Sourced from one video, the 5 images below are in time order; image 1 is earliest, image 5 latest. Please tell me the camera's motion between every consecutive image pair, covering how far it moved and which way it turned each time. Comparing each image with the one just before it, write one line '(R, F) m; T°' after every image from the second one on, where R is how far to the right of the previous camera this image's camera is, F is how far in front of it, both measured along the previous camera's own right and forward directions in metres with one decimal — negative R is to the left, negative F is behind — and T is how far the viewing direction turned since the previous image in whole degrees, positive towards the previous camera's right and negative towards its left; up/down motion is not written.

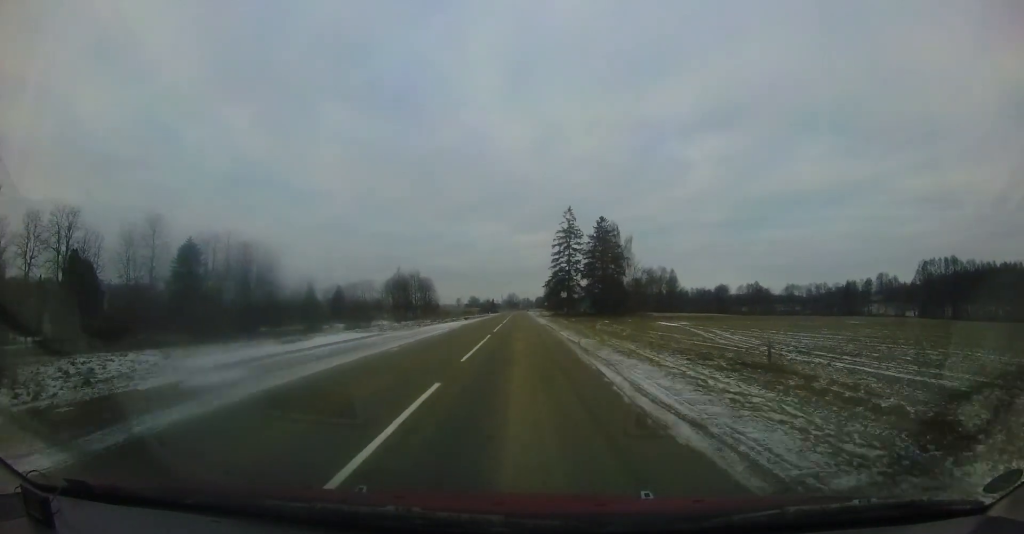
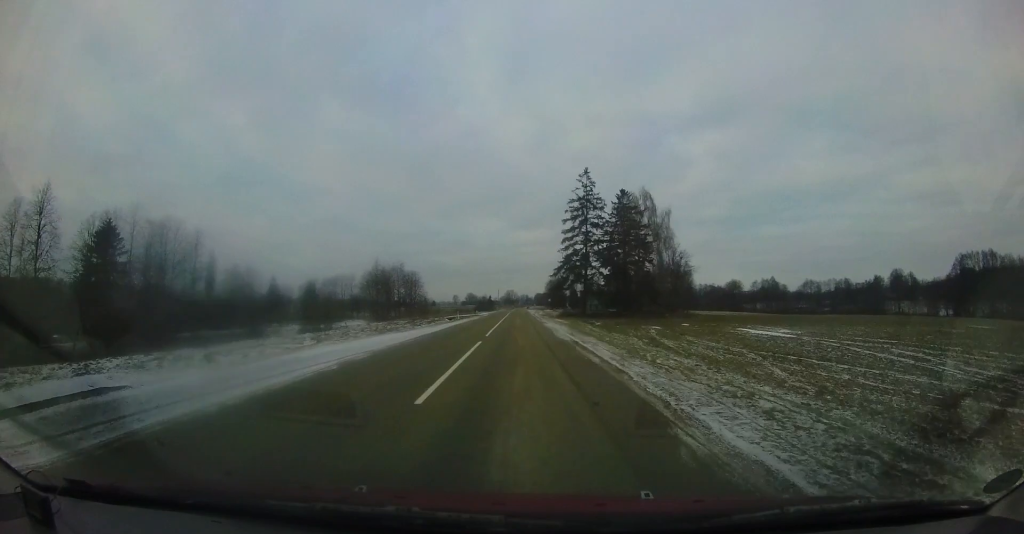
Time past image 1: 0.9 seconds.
(+0.1, +16.9) m; 0°
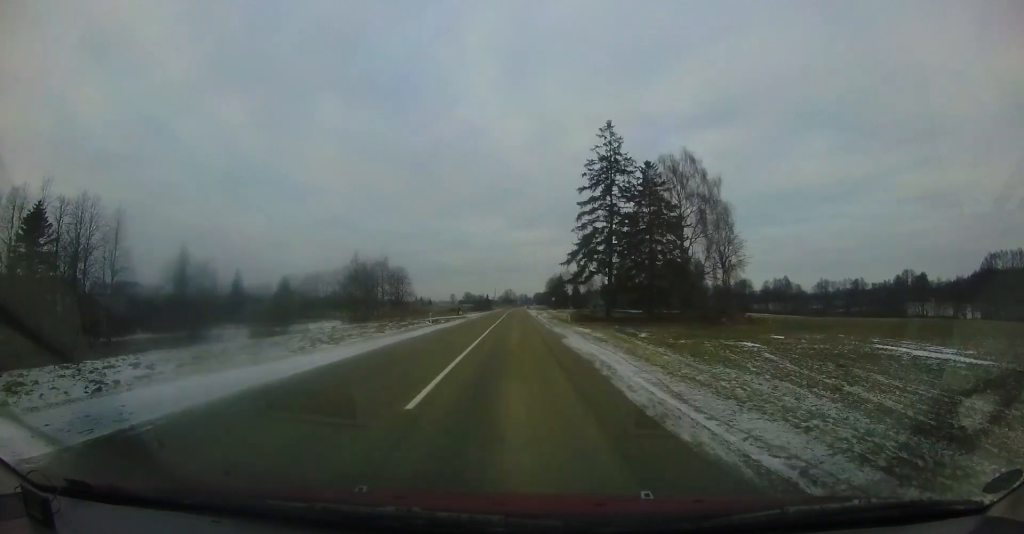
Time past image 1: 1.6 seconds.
(-0.2, +12.6) m; -1°
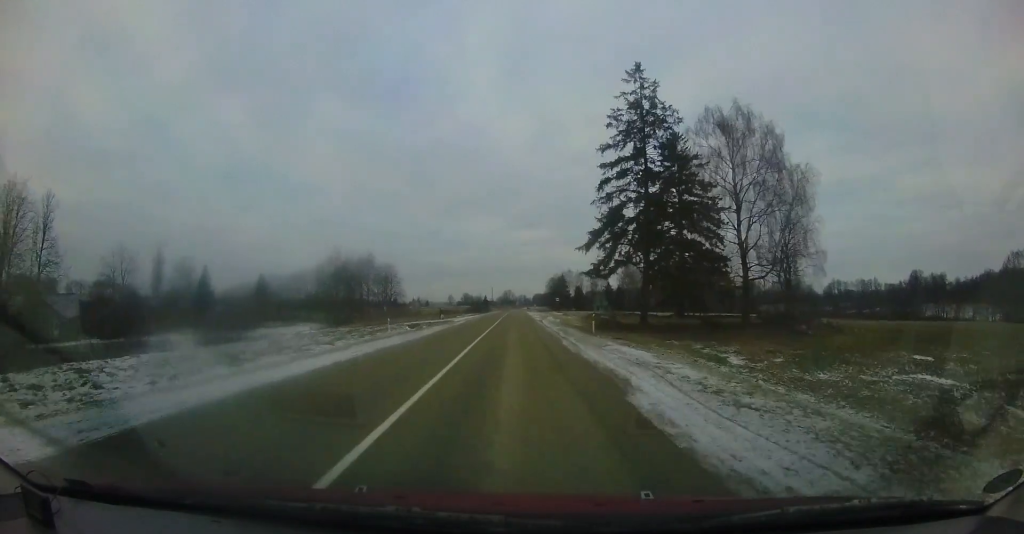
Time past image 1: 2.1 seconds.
(0.0, +9.3) m; -1°
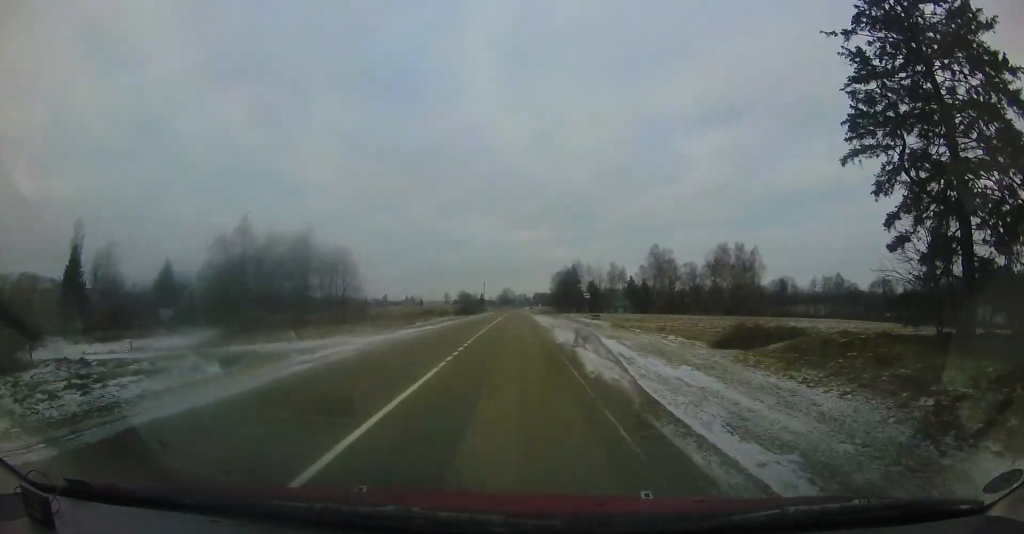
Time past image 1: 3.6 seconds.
(-0.5, +28.4) m; 0°
